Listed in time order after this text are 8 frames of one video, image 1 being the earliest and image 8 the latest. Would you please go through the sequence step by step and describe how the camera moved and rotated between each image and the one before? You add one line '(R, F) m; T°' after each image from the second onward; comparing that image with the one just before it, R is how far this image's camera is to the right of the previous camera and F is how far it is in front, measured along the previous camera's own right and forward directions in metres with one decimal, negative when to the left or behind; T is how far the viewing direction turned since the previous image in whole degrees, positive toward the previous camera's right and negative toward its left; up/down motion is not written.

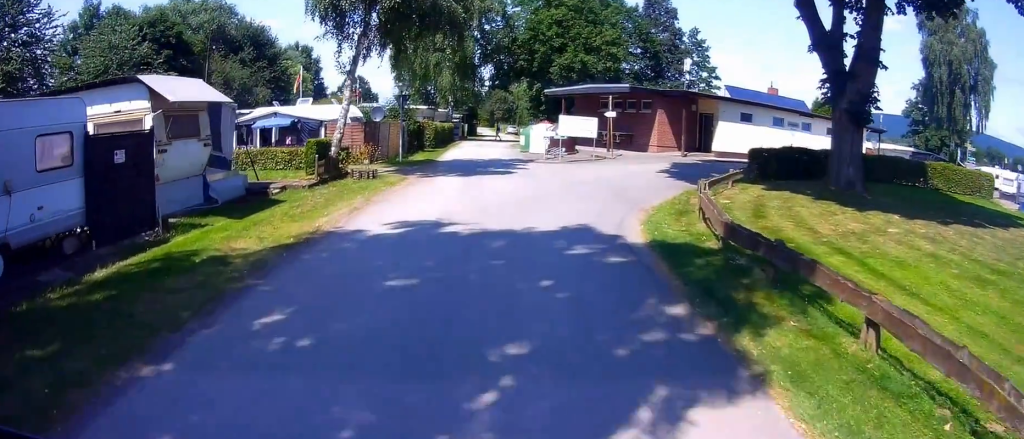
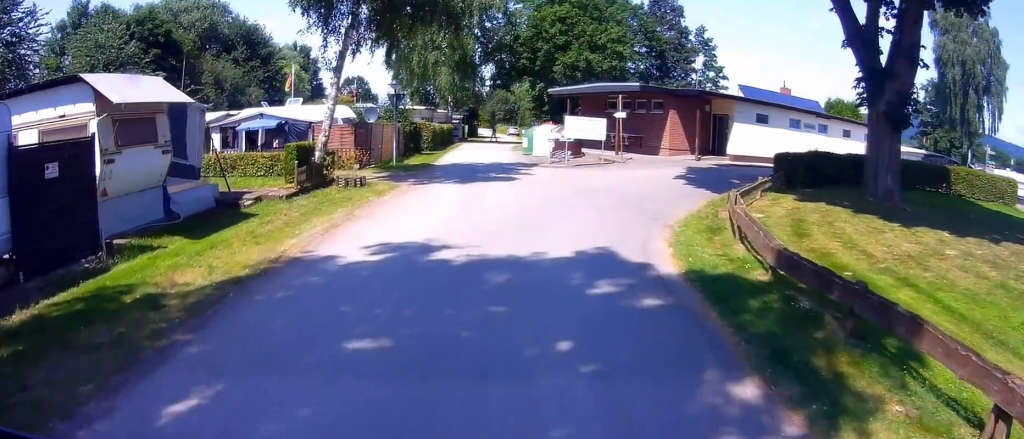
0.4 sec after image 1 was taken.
(-0.1, +2.0) m; 0°
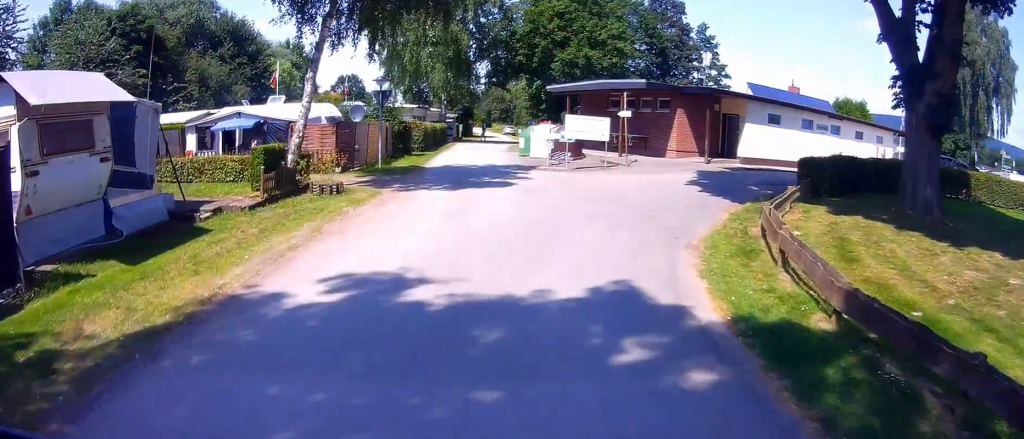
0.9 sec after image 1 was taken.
(+0.1, +2.3) m; 0°
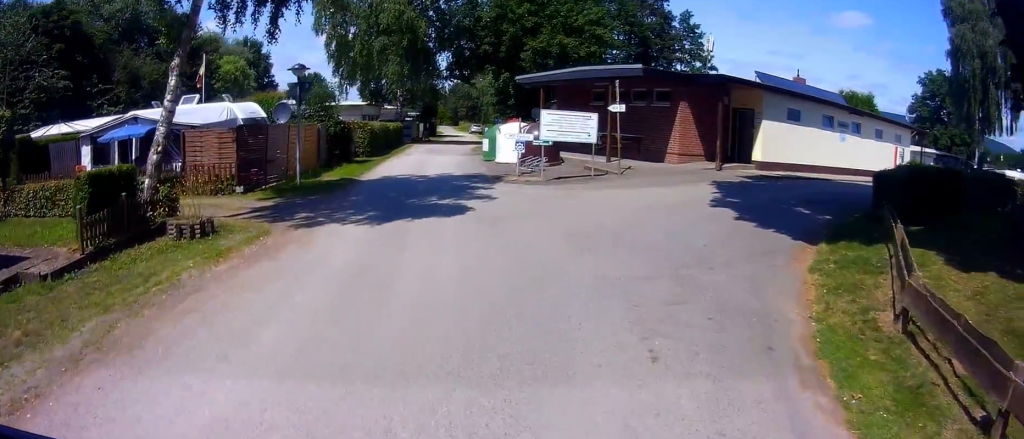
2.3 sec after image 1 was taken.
(-0.1, +6.3) m; -3°
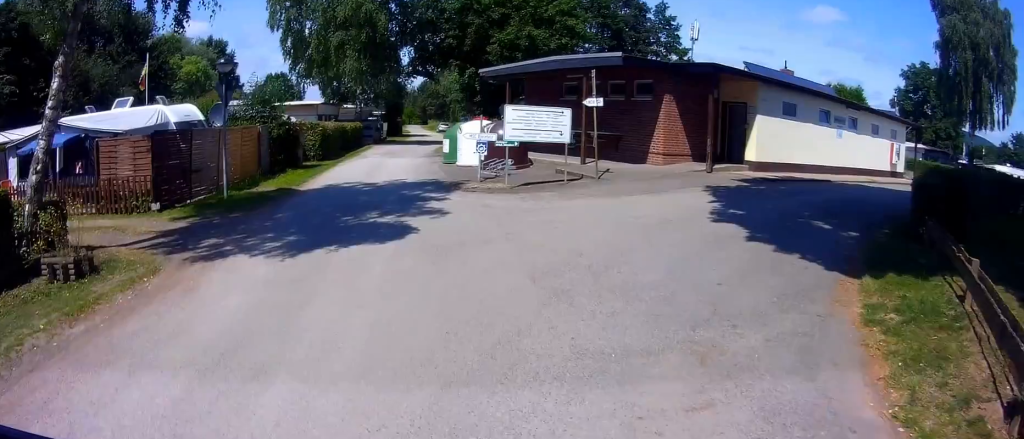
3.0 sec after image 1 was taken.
(0.0, +3.1) m; 0°
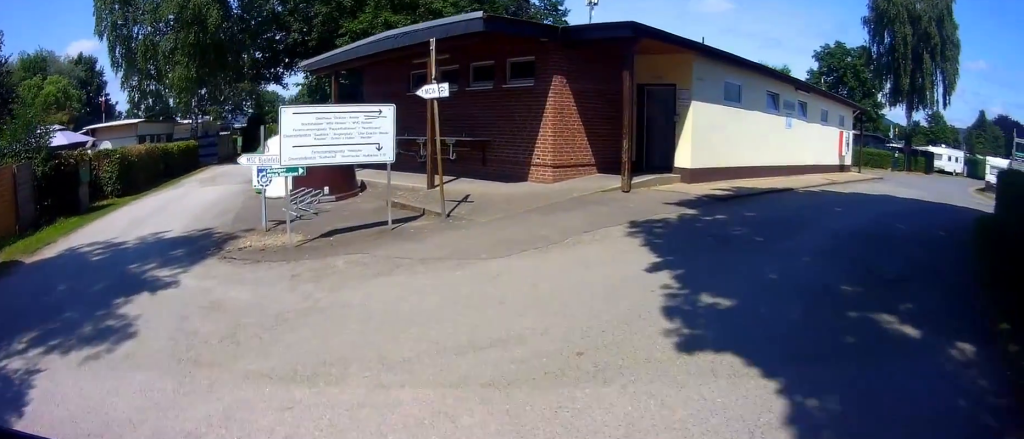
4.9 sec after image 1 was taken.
(+0.6, +7.2) m; +12°
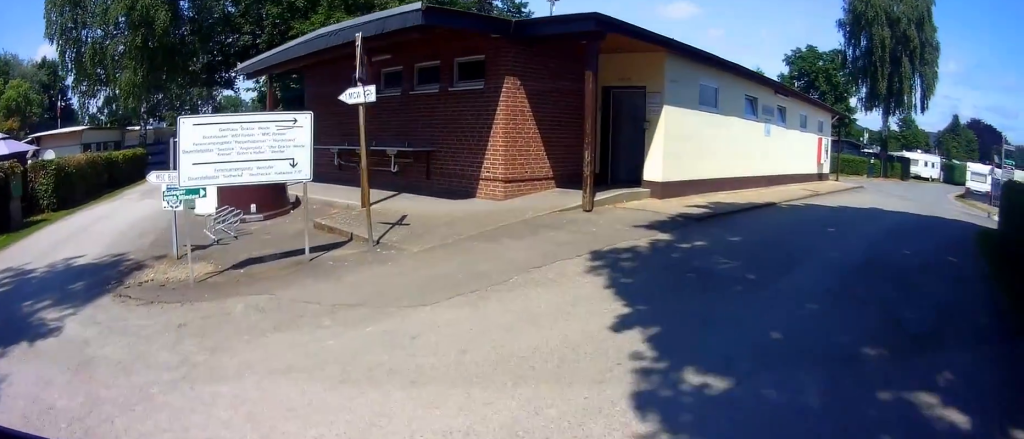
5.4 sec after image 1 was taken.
(+0.1, +1.5) m; +4°
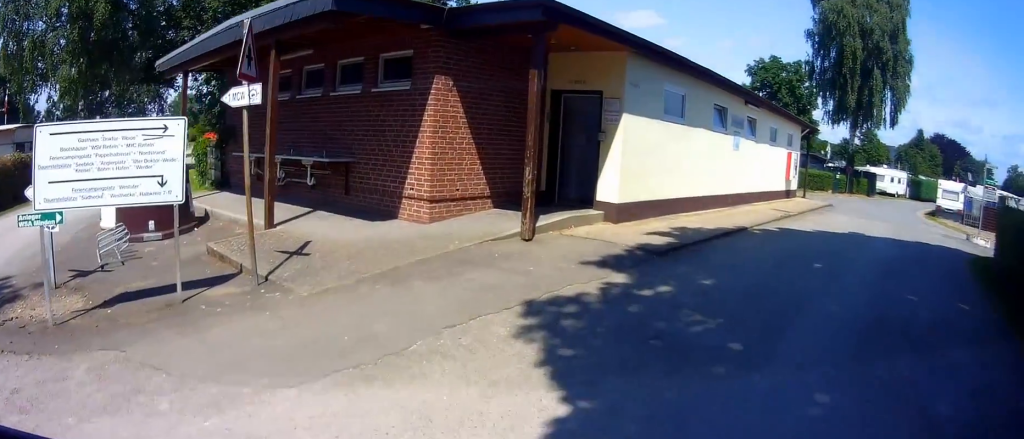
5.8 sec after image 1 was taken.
(0.0, +1.6) m; +4°
